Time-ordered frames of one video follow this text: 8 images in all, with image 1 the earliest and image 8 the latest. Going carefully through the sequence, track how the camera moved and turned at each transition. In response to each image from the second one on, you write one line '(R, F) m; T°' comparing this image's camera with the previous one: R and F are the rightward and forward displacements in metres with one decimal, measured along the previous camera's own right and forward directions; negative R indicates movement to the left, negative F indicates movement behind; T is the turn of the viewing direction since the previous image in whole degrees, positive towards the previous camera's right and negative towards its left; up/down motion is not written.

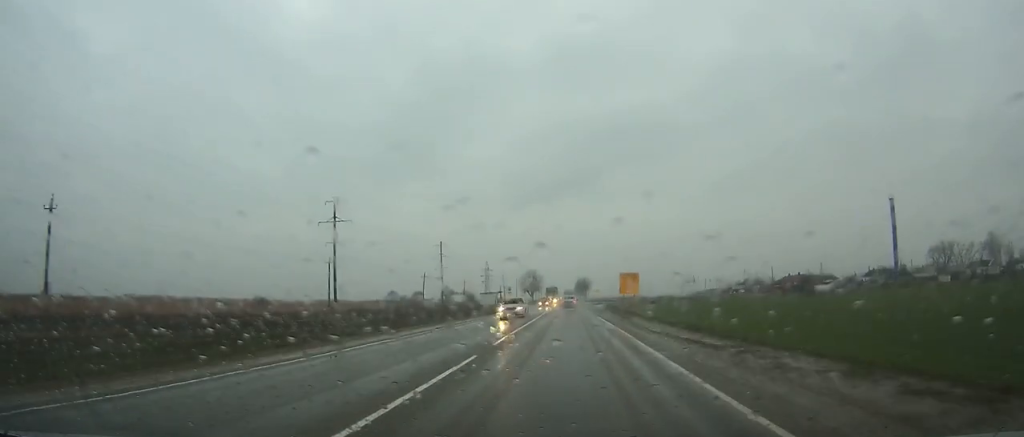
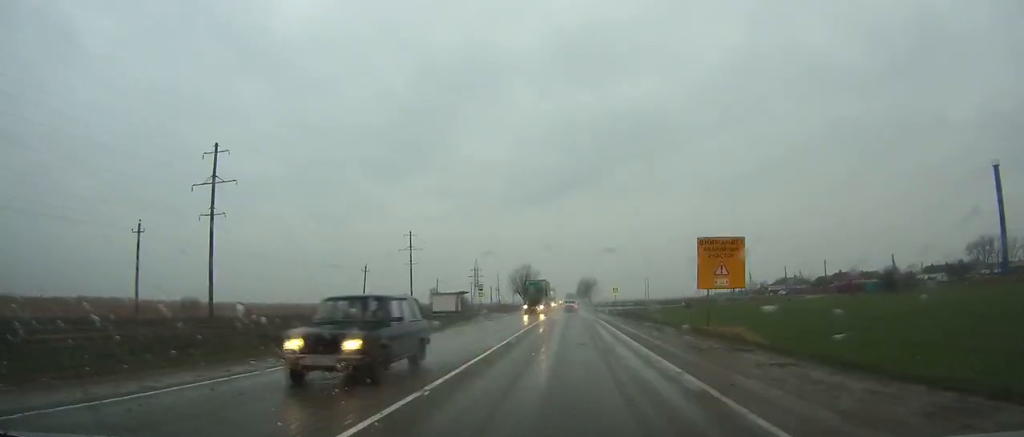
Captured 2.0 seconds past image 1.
(+0.1, +40.8) m; 0°
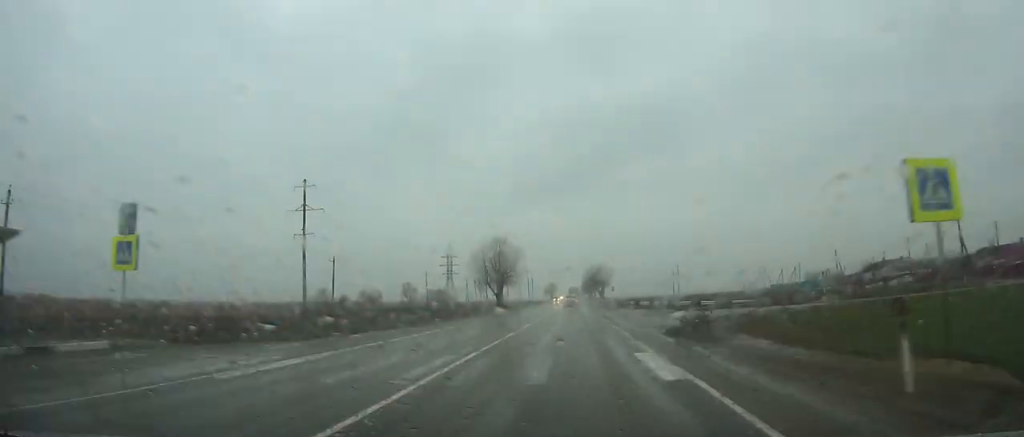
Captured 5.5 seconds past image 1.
(-0.2, +70.4) m; 0°
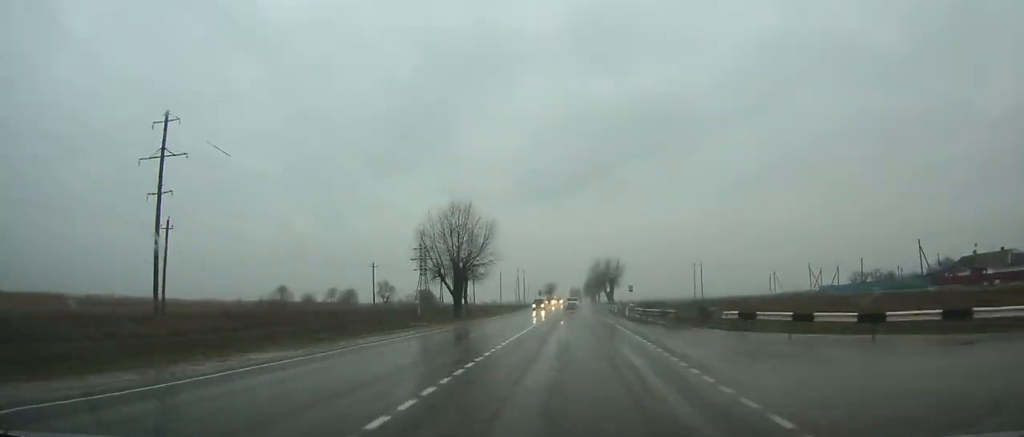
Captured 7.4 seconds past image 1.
(-0.2, +37.7) m; 0°
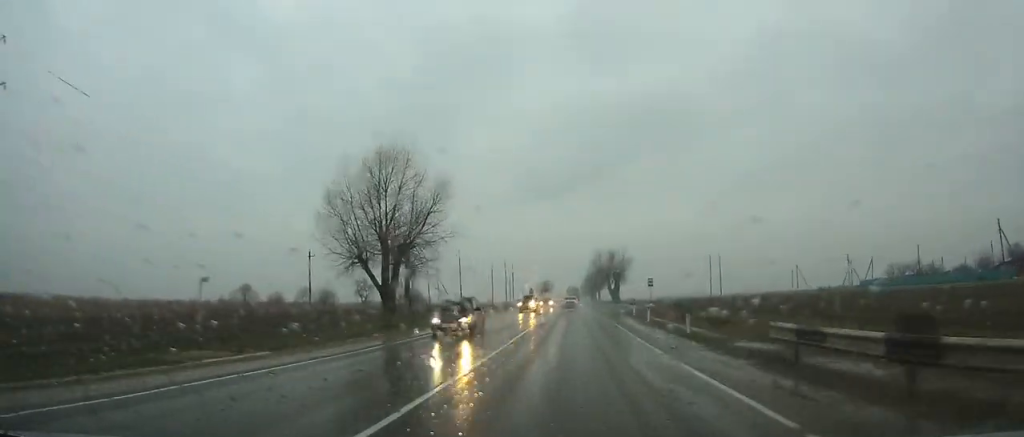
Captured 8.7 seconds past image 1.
(+0.1, +25.5) m; 0°
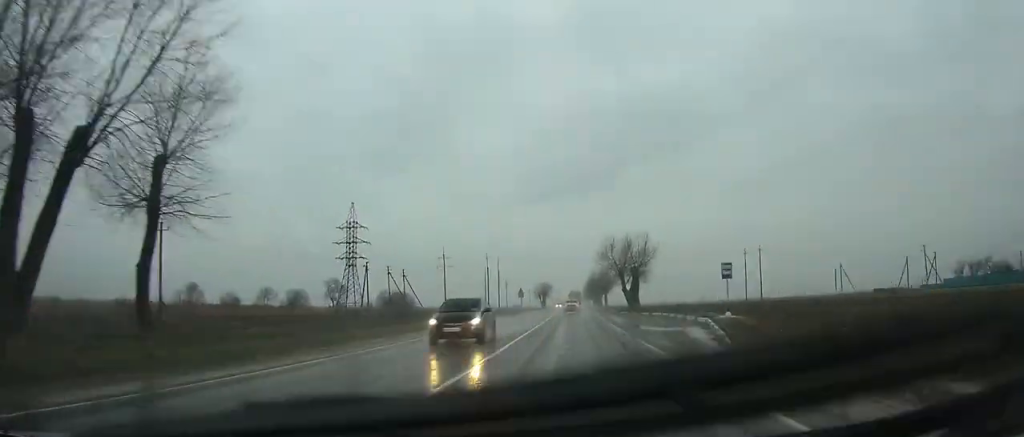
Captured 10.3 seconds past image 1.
(+0.1, +31.1) m; 0°
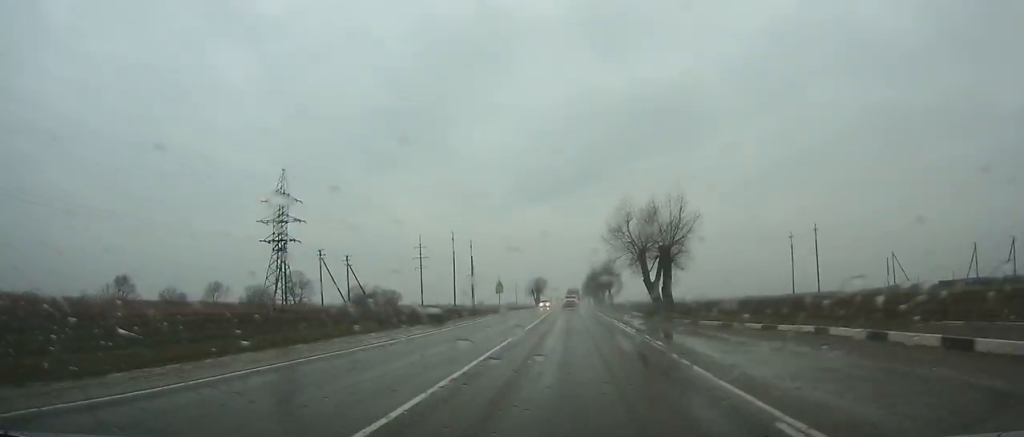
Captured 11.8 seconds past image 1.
(-0.1, +28.9) m; 0°
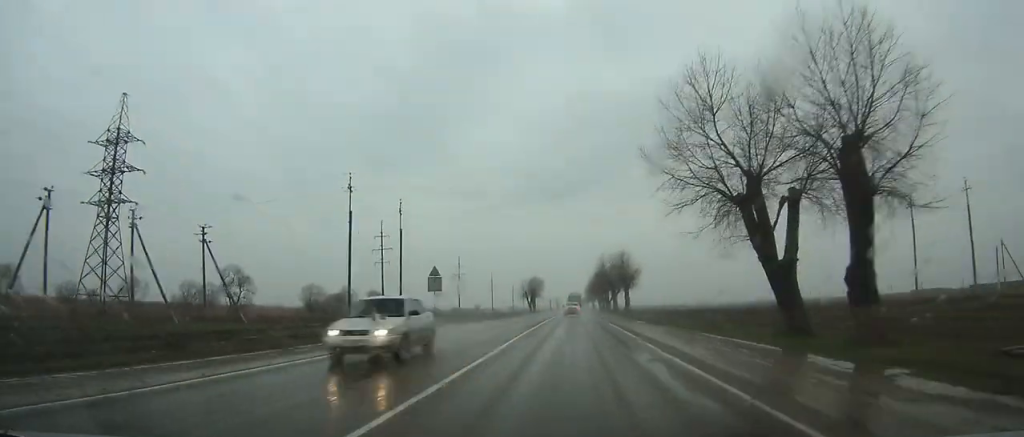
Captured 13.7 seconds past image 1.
(0.0, +36.3) m; 0°
